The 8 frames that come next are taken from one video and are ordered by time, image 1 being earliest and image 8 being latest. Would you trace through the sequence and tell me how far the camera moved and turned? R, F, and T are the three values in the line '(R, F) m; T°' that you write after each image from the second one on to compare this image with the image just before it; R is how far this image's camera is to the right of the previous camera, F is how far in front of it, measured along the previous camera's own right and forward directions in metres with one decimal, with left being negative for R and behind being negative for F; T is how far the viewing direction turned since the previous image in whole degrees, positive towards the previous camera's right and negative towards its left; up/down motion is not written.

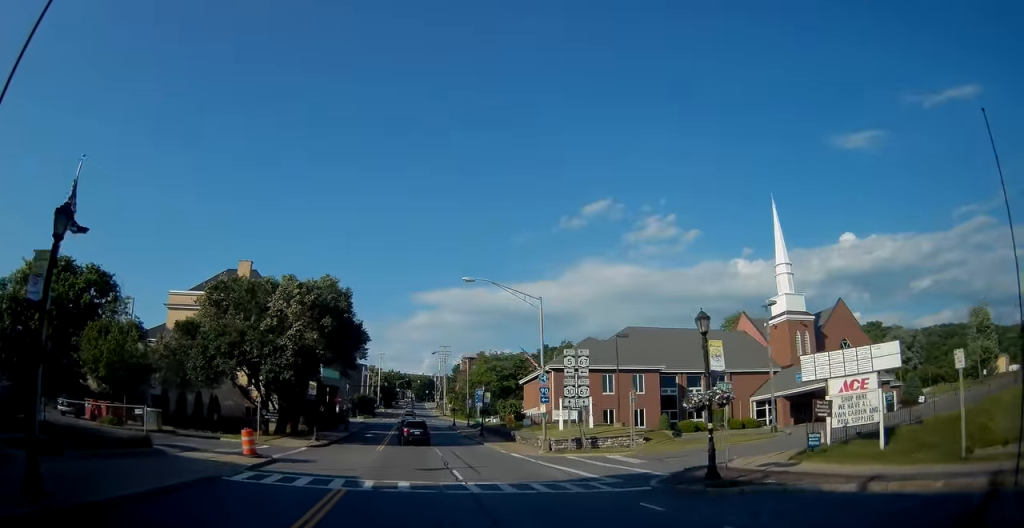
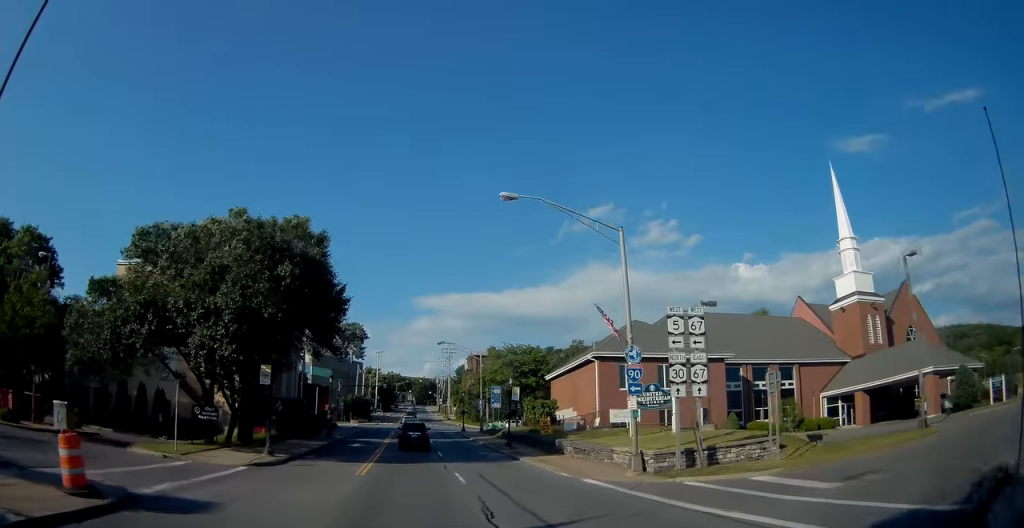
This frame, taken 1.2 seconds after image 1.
(+0.1, +11.7) m; +2°
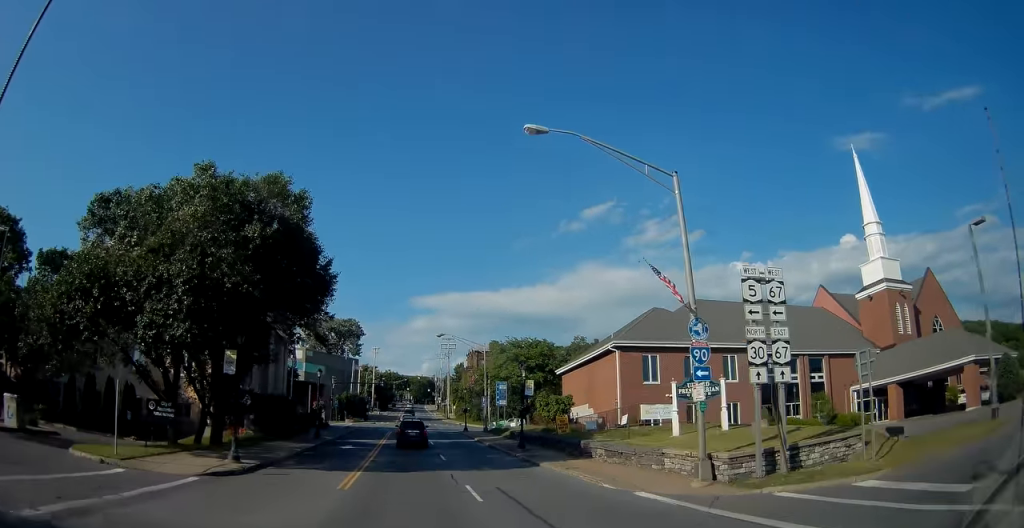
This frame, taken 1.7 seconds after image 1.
(+0.1, +4.5) m; +1°
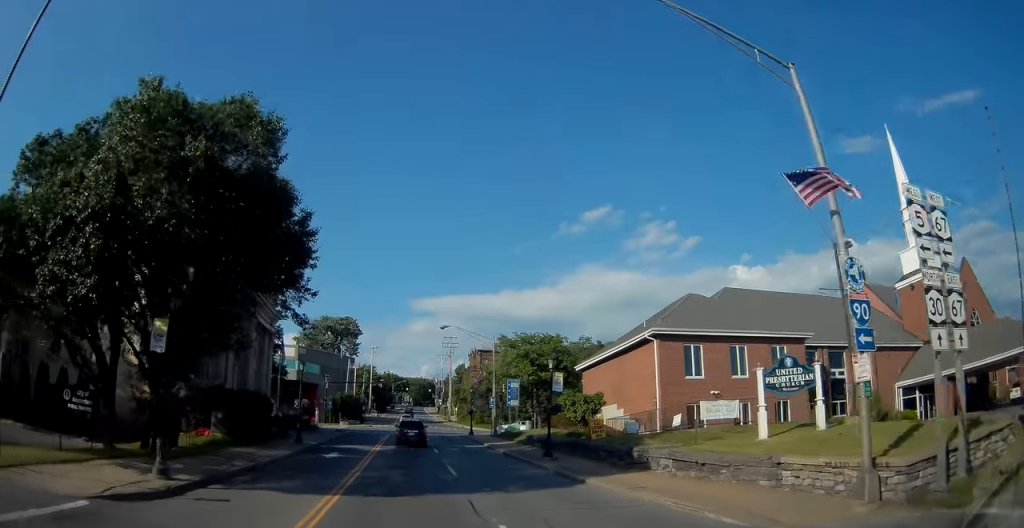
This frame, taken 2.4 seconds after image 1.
(0.0, +5.7) m; 0°
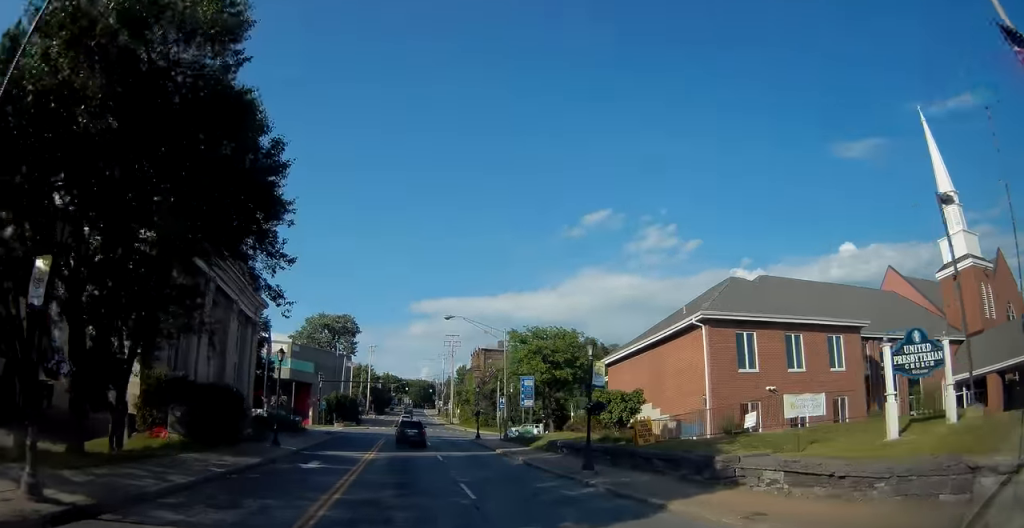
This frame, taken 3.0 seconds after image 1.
(0.0, +5.3) m; 0°
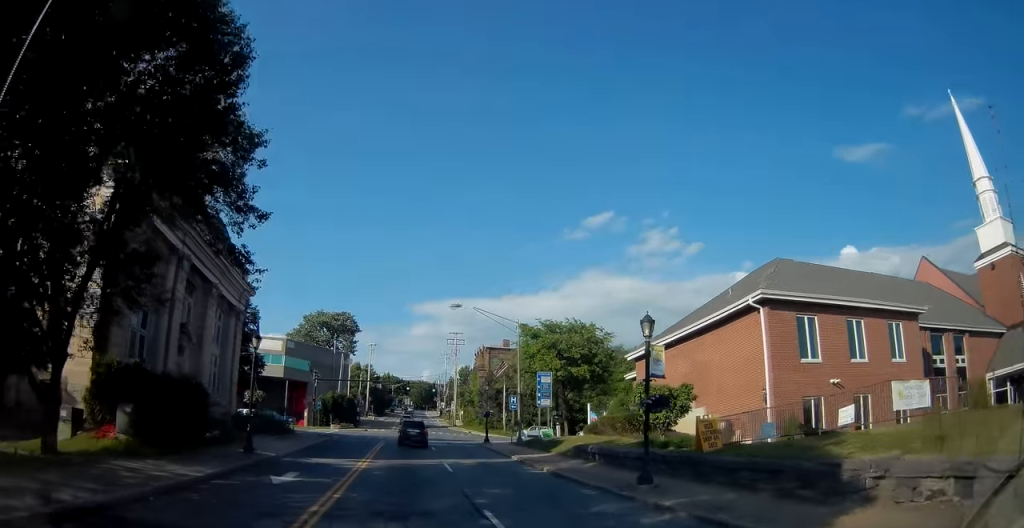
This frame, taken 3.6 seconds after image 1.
(0.0, +4.7) m; 0°
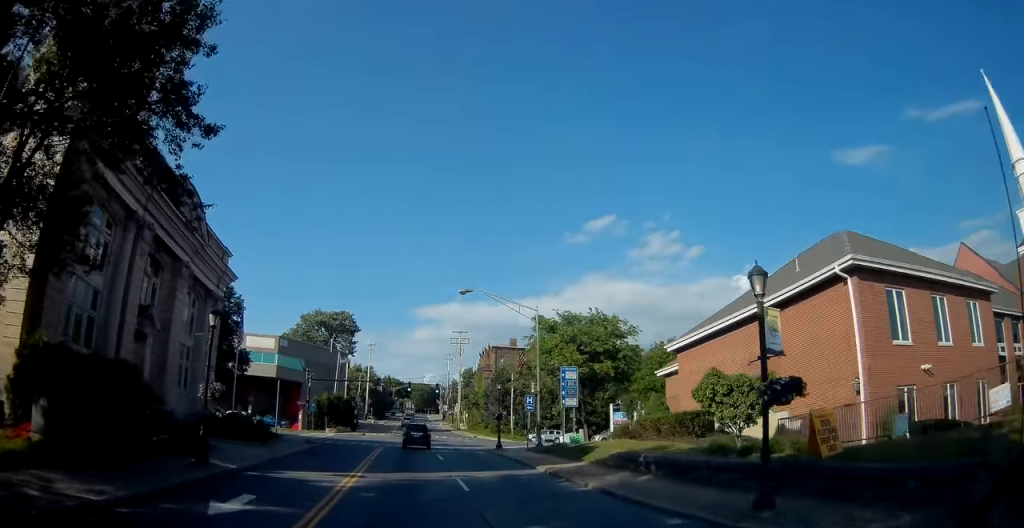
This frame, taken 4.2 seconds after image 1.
(0.0, +5.4) m; 0°
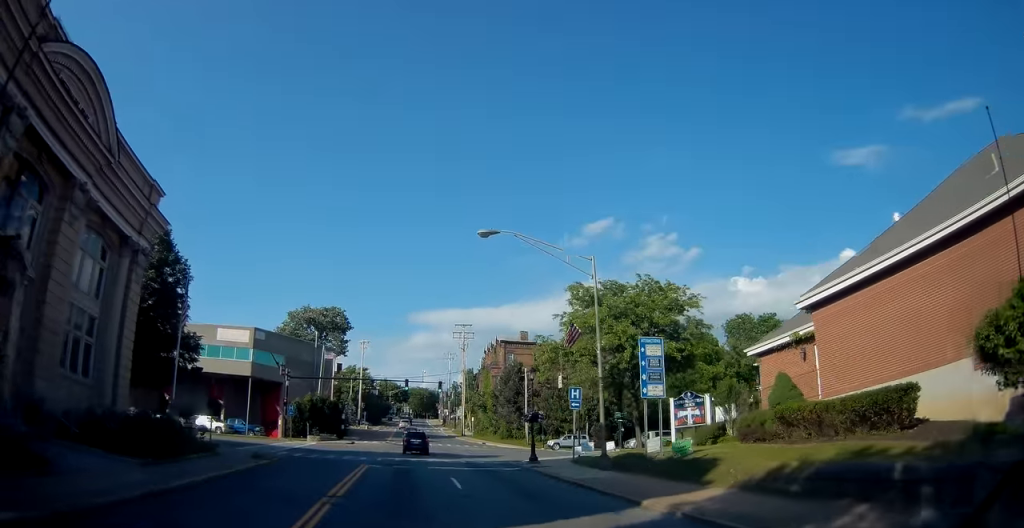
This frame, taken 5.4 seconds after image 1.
(0.0, +11.3) m; 0°
